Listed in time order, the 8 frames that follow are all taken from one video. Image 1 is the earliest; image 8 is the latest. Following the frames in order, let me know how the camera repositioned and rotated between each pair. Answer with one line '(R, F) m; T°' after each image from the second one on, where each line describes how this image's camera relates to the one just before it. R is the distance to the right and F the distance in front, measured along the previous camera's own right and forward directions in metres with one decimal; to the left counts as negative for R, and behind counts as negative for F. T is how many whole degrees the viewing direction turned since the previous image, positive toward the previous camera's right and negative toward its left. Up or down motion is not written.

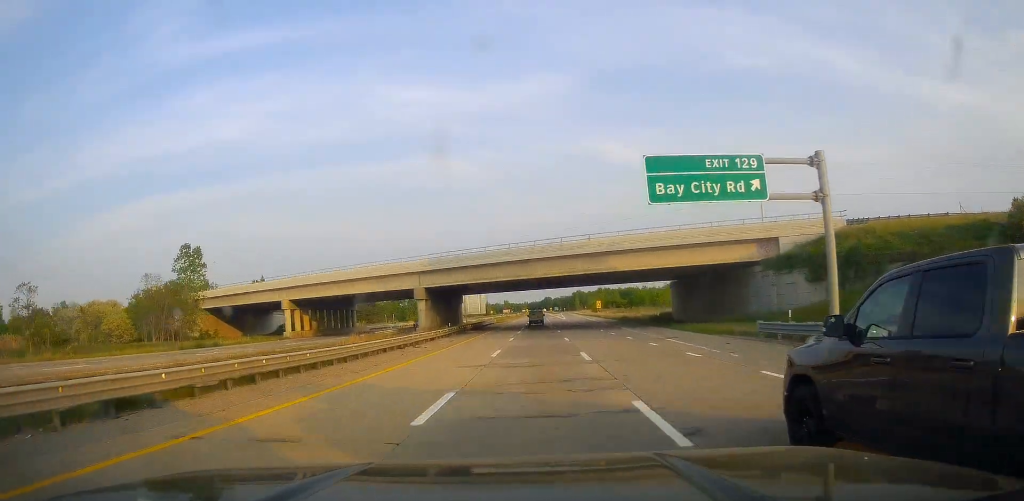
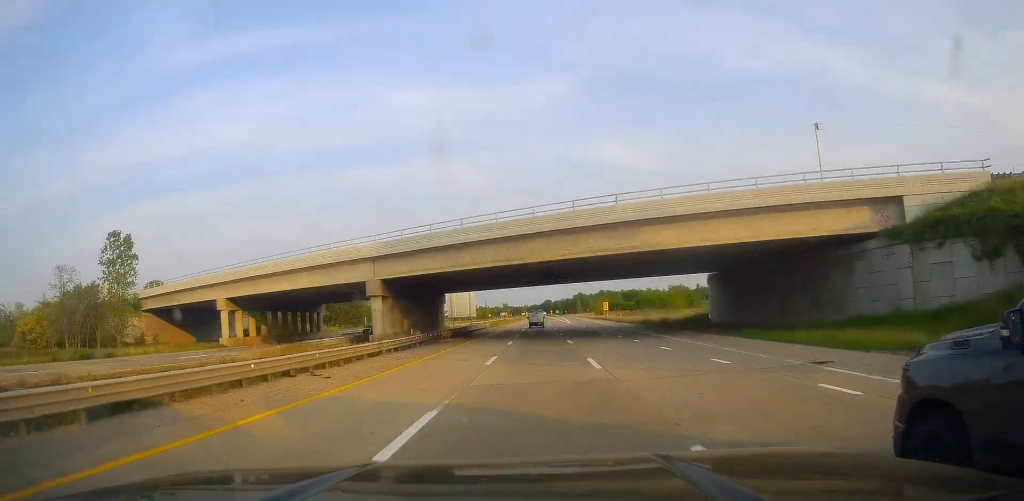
(+0.2, +18.1) m; 0°
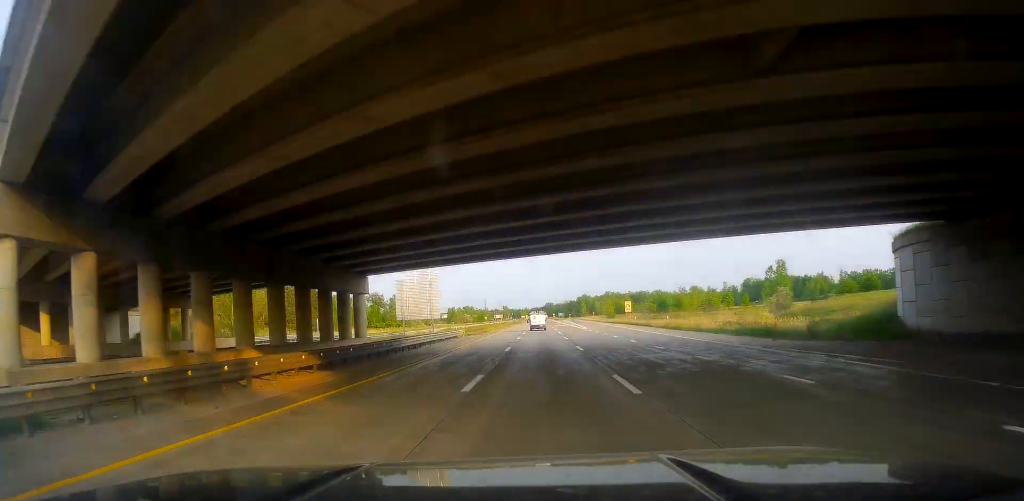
(+0.2, +36.2) m; 0°
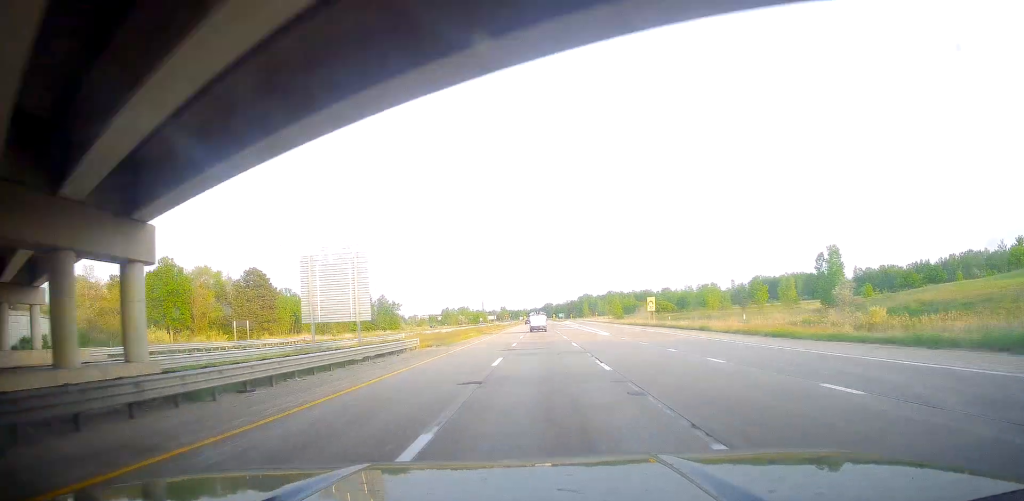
(0.0, +25.2) m; 0°
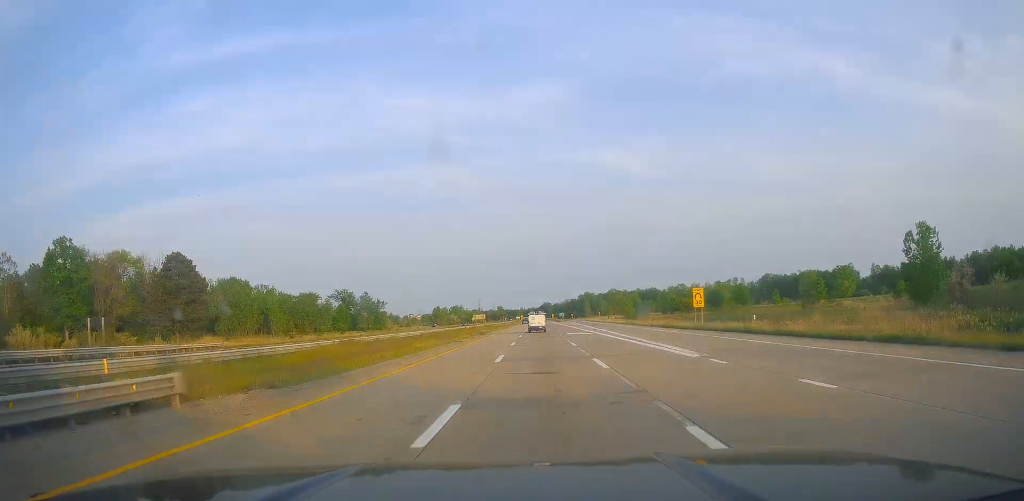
(-0.2, +28.7) m; 0°
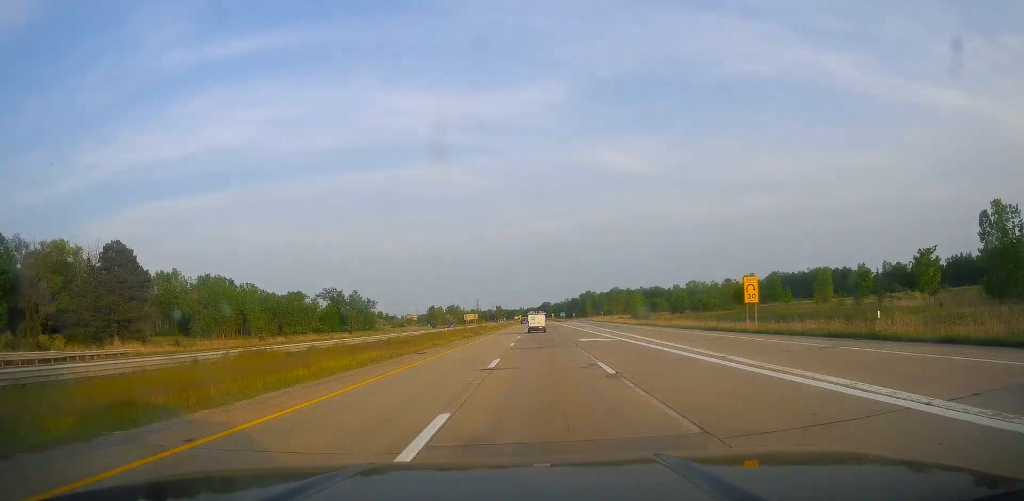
(+0.1, +16.8) m; 0°
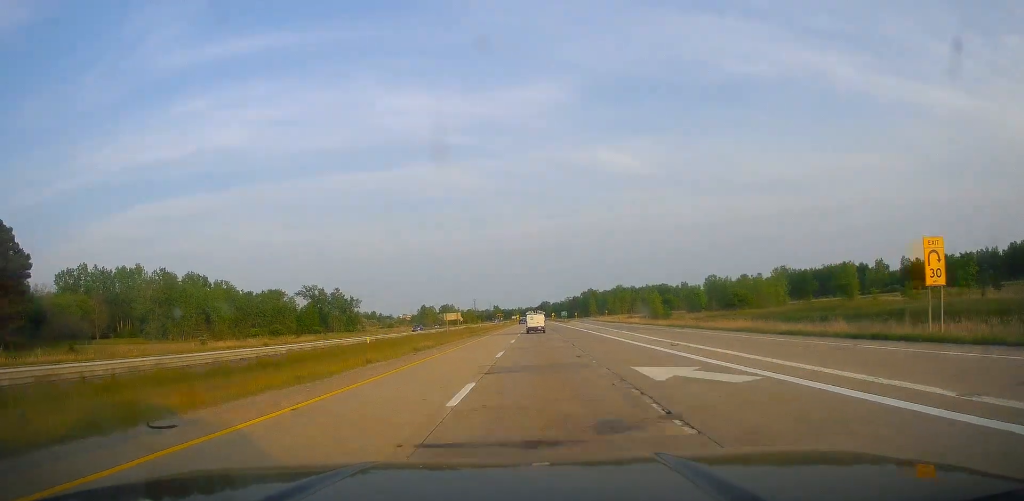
(+0.1, +25.2) m; 0°
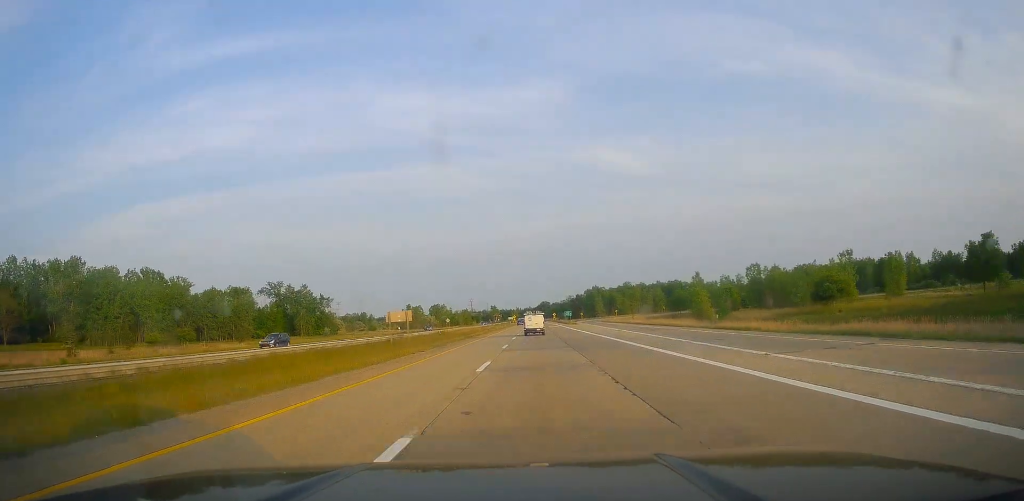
(-0.1, +37.1) m; -1°
